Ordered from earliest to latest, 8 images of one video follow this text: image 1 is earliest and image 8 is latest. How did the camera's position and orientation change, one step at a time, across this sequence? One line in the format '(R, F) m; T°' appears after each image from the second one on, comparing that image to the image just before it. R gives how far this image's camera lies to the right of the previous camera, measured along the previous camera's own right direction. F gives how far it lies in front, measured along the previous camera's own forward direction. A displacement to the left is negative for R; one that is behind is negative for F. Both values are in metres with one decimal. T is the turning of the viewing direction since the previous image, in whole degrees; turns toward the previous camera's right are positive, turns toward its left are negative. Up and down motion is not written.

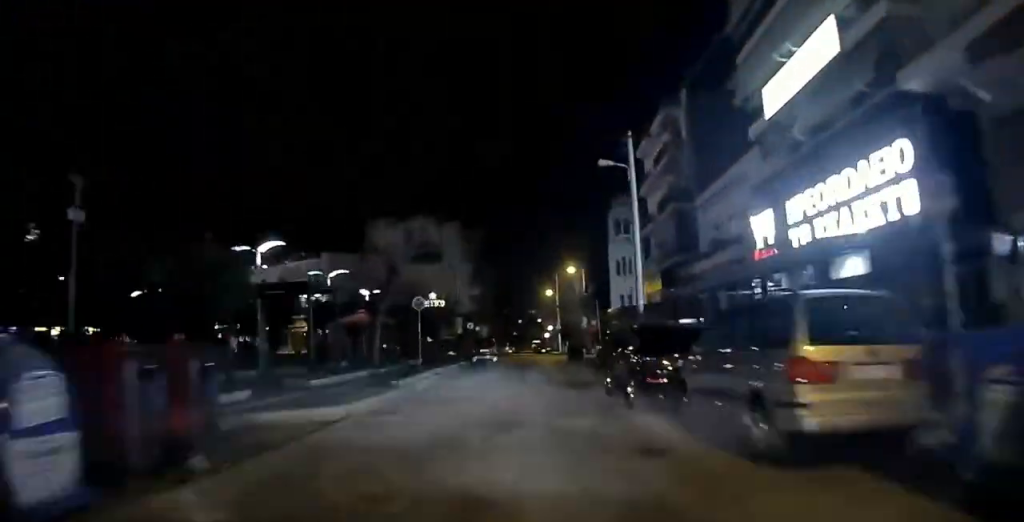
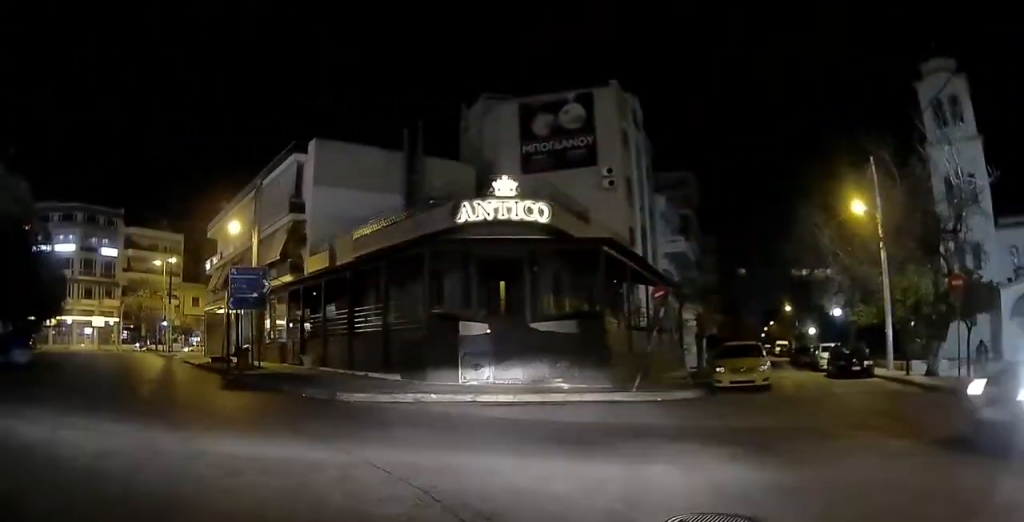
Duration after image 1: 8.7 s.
(-15.5, +37.1) m; -54°
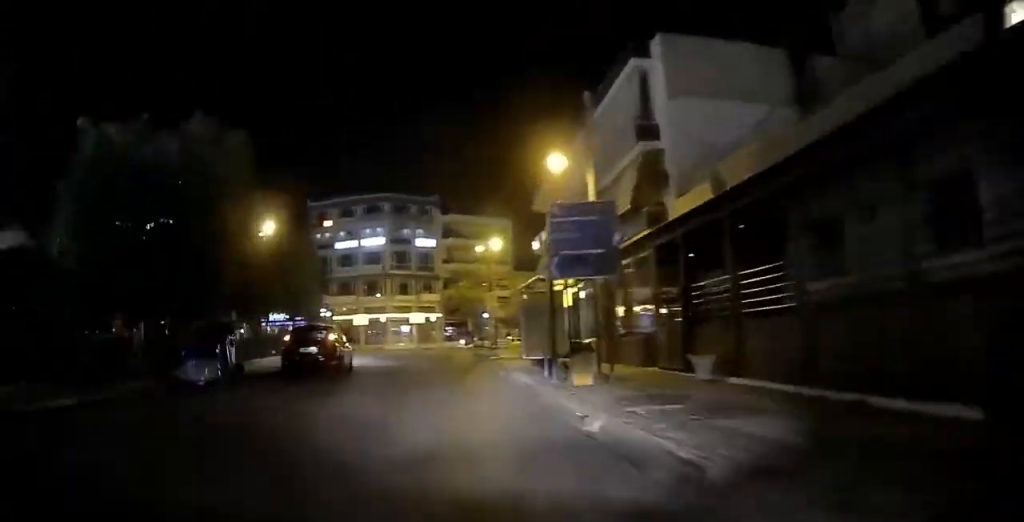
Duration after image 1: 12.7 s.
(-5.2, +20.7) m; -18°
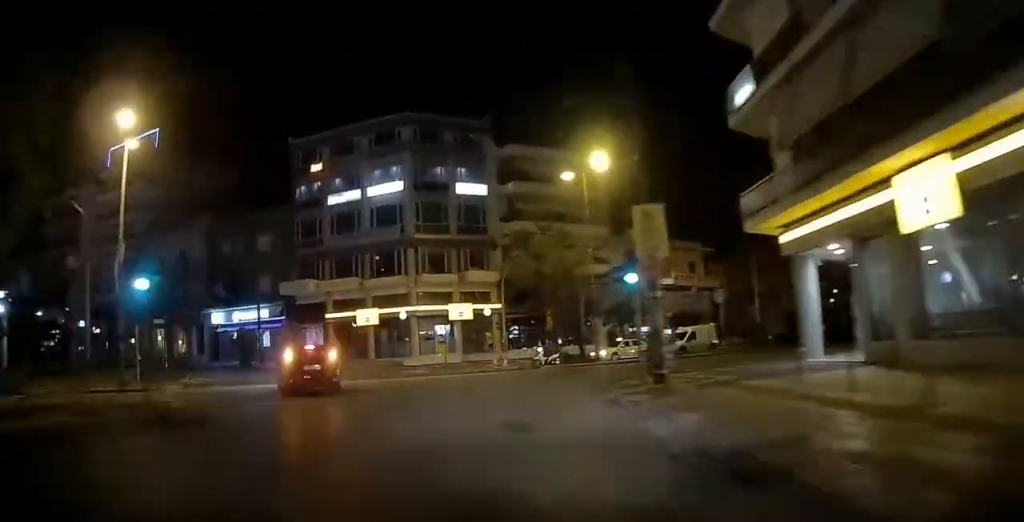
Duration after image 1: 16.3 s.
(-2.0, +23.1) m; -21°
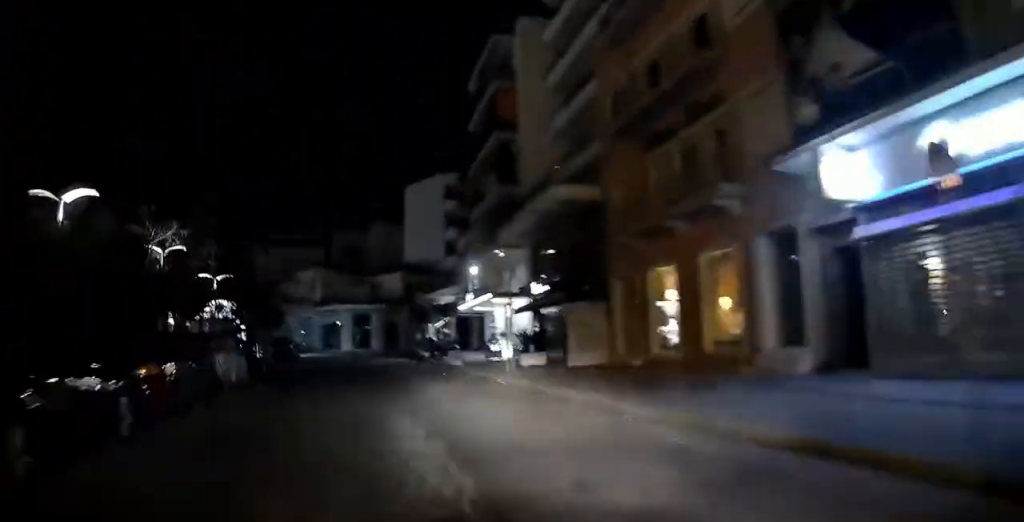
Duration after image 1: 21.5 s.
(-10.3, +29.9) m; -26°
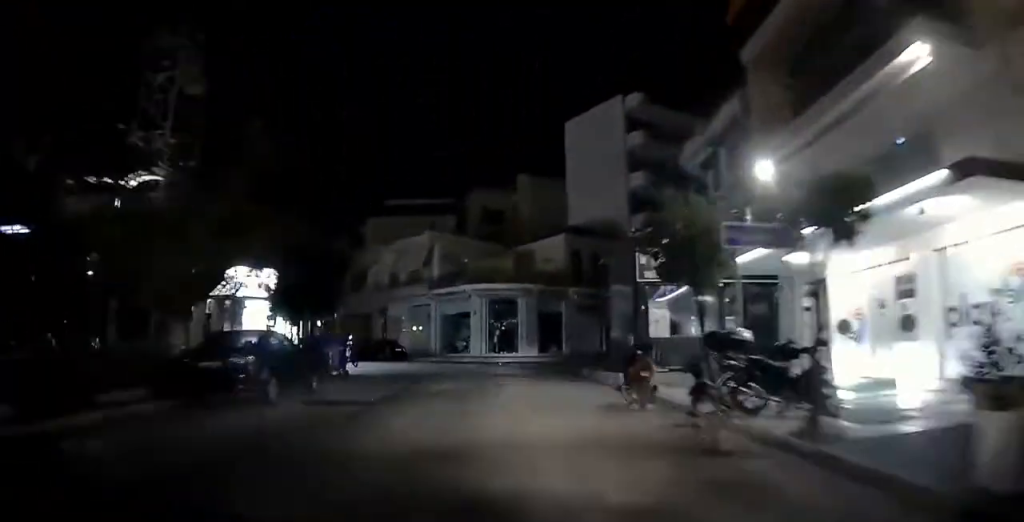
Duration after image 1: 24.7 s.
(-2.7, +21.7) m; +1°
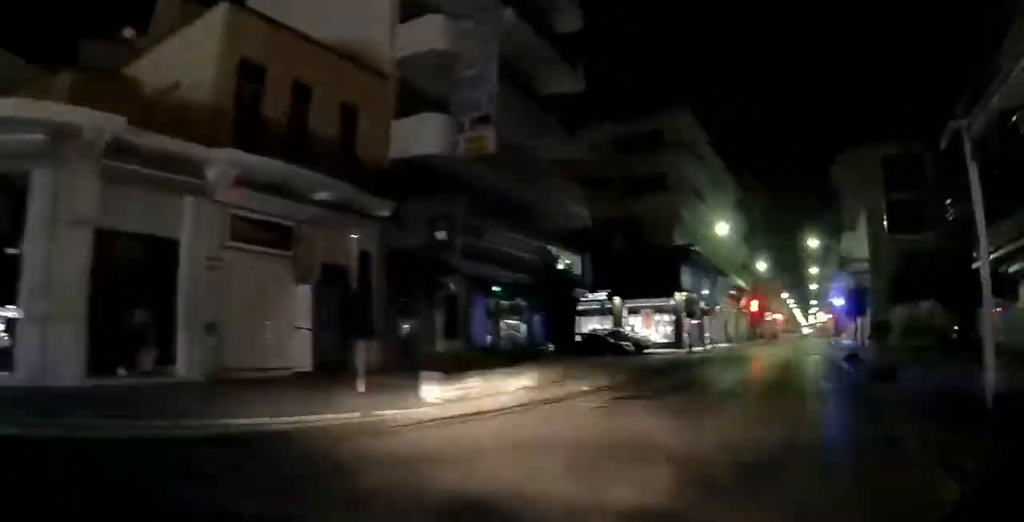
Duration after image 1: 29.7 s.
(+4.8, +33.8) m; +24°
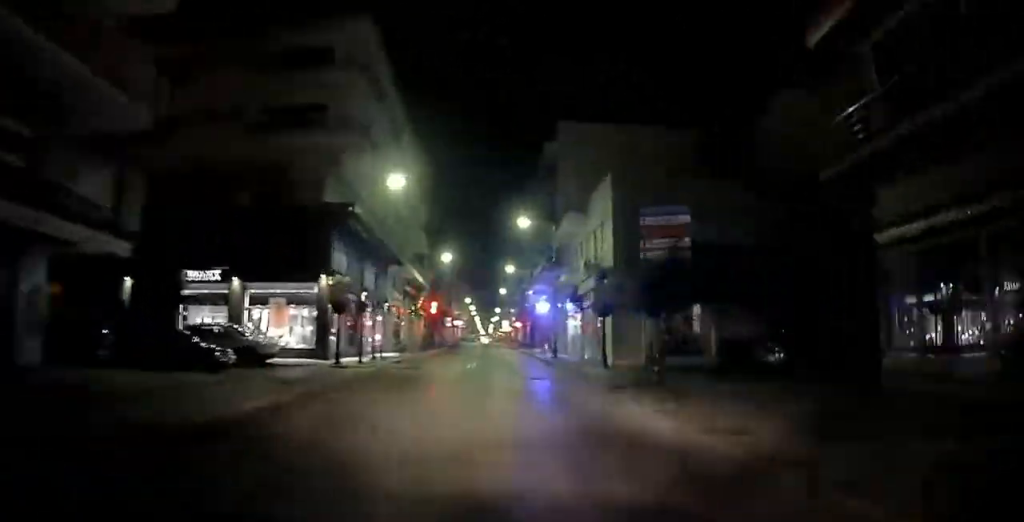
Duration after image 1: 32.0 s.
(+4.4, +17.8) m; +11°
